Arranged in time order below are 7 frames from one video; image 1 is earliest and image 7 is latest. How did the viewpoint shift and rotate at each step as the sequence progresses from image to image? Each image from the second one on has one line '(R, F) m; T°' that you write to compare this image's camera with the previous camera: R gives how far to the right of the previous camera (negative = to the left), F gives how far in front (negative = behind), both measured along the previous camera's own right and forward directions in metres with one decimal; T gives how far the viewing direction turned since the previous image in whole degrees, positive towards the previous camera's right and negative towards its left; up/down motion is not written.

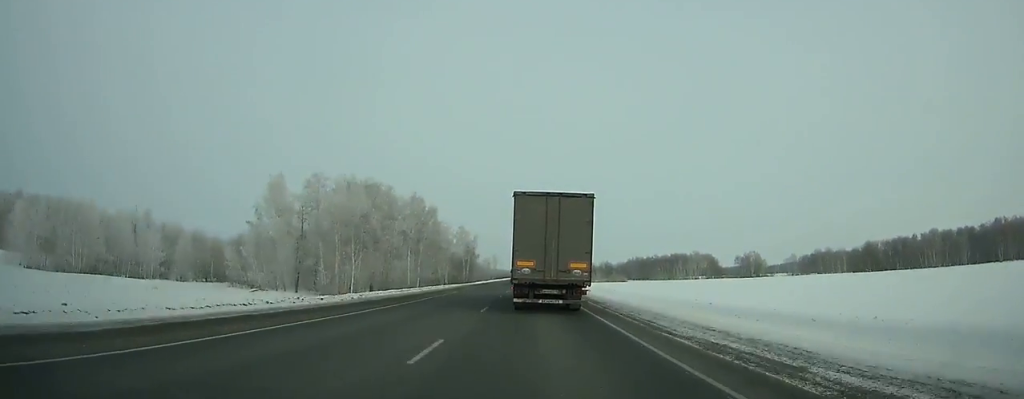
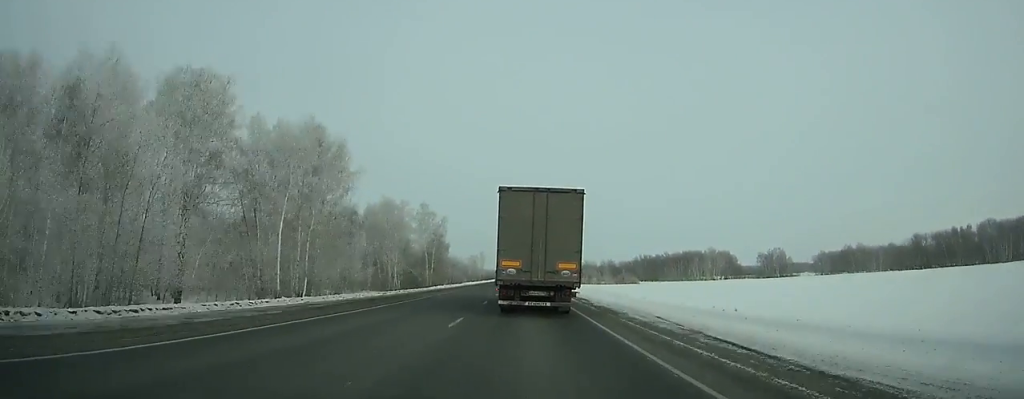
(+0.2, +52.7) m; 0°
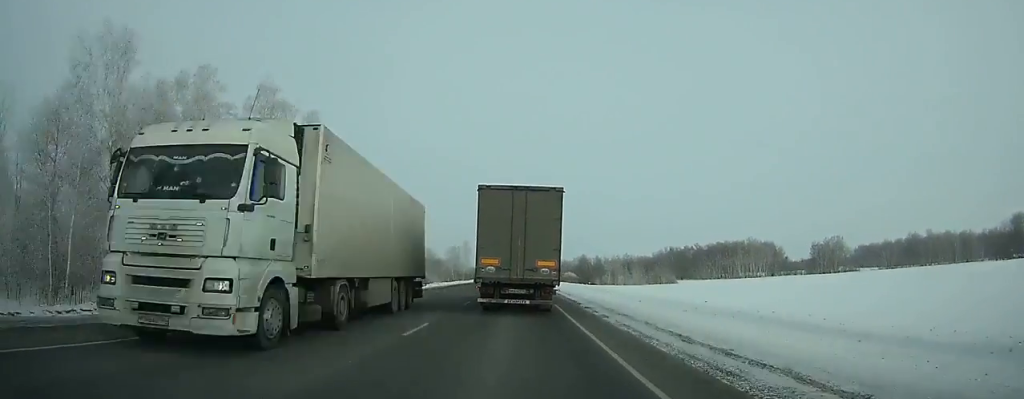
(+0.1, +75.7) m; 0°
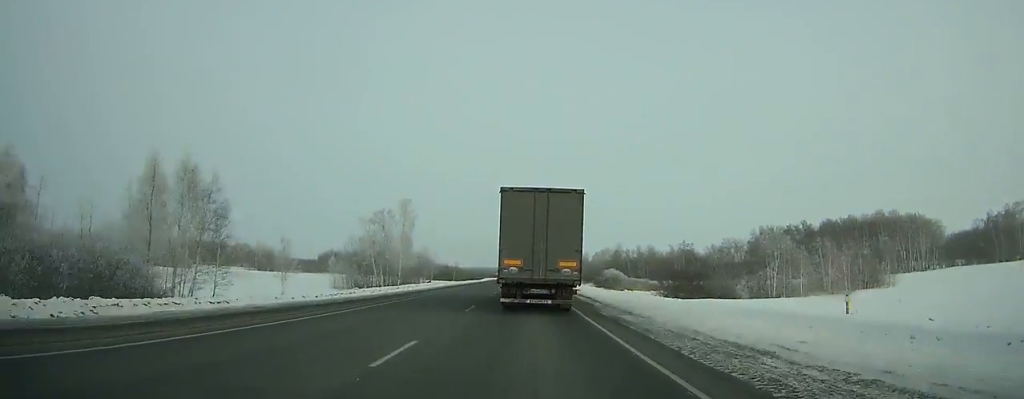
(-0.7, +126.7) m; 0°
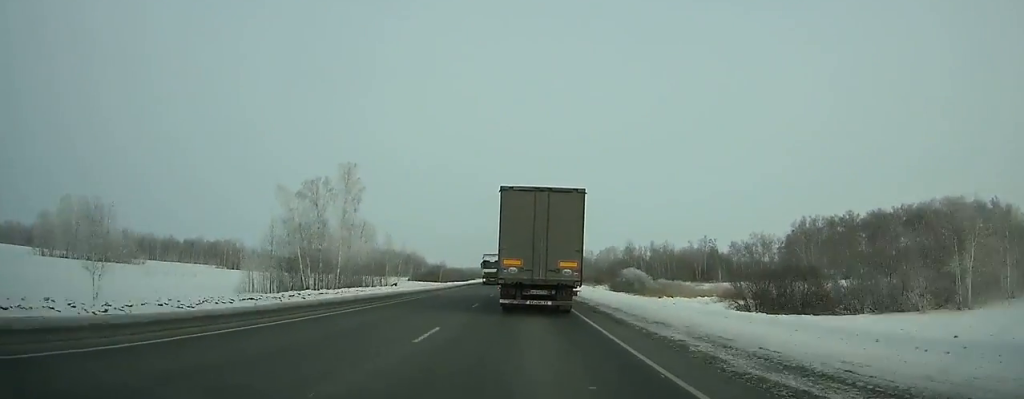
(+0.2, +32.5) m; 0°
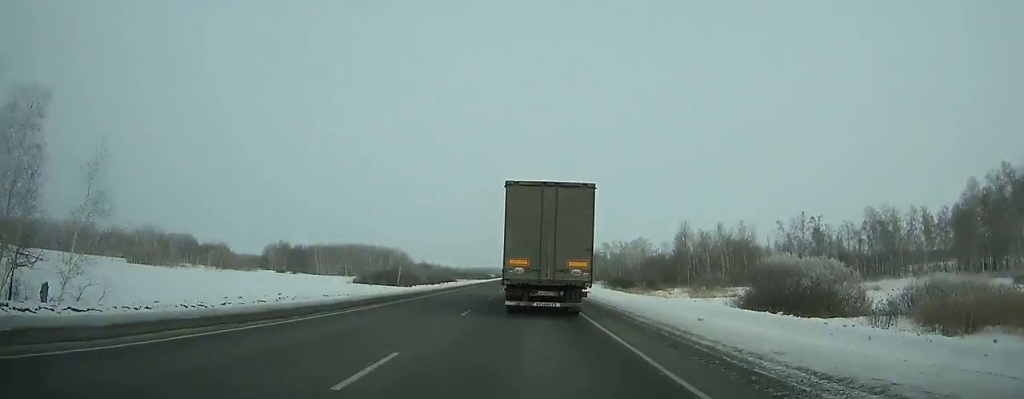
(-0.3, +77.0) m; 0°
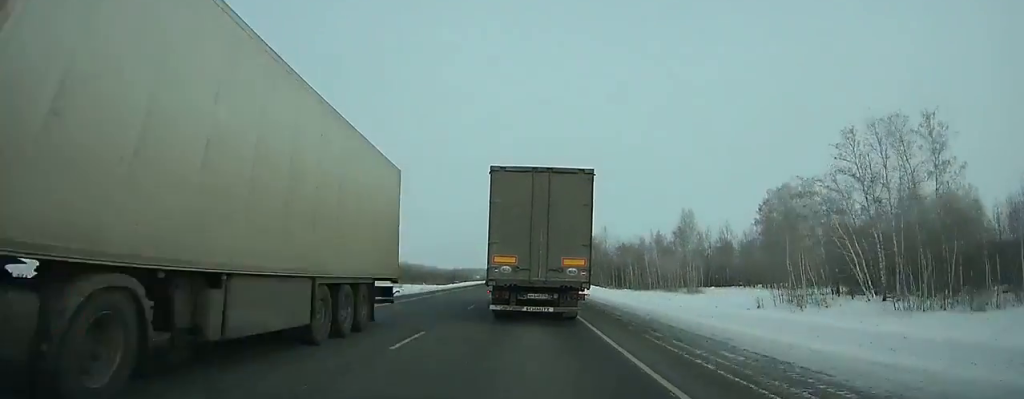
(+0.9, +164.8) m; 0°
